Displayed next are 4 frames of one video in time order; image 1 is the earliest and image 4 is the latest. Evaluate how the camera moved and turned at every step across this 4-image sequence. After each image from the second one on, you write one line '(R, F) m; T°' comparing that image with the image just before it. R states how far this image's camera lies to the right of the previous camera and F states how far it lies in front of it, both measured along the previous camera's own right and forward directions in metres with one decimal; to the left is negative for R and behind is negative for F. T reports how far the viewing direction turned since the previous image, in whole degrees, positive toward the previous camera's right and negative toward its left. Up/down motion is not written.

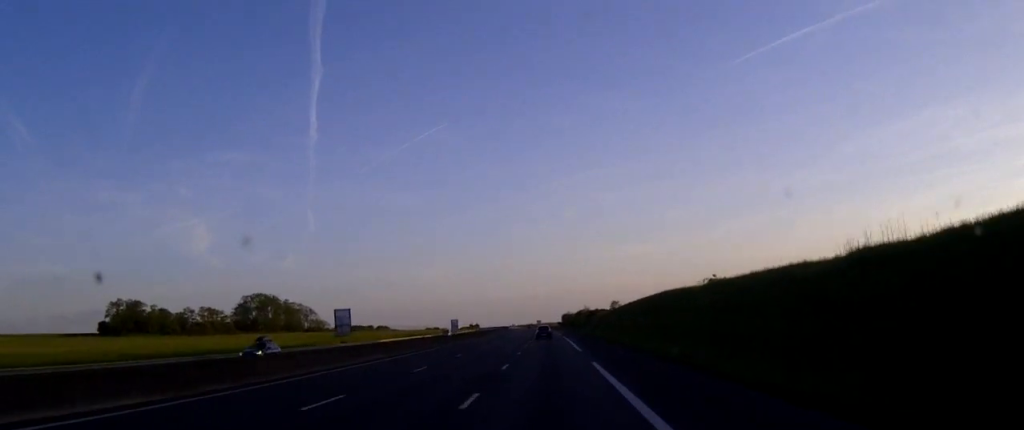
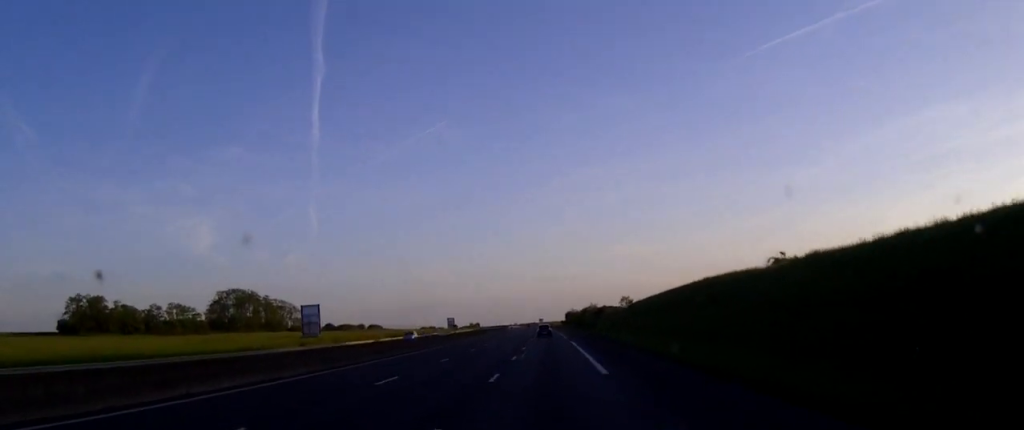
(0.0, +19.7) m; 0°
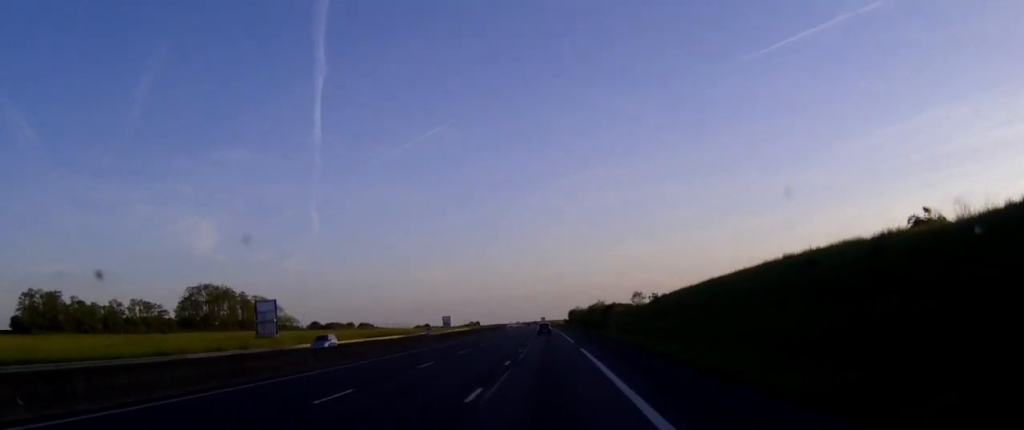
(0.0, +19.7) m; 0°
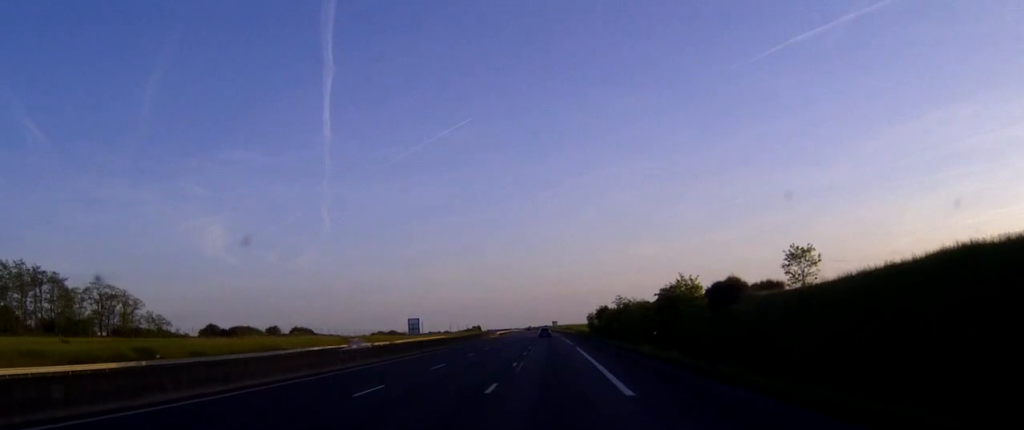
(-1.1, +90.9) m; -1°
